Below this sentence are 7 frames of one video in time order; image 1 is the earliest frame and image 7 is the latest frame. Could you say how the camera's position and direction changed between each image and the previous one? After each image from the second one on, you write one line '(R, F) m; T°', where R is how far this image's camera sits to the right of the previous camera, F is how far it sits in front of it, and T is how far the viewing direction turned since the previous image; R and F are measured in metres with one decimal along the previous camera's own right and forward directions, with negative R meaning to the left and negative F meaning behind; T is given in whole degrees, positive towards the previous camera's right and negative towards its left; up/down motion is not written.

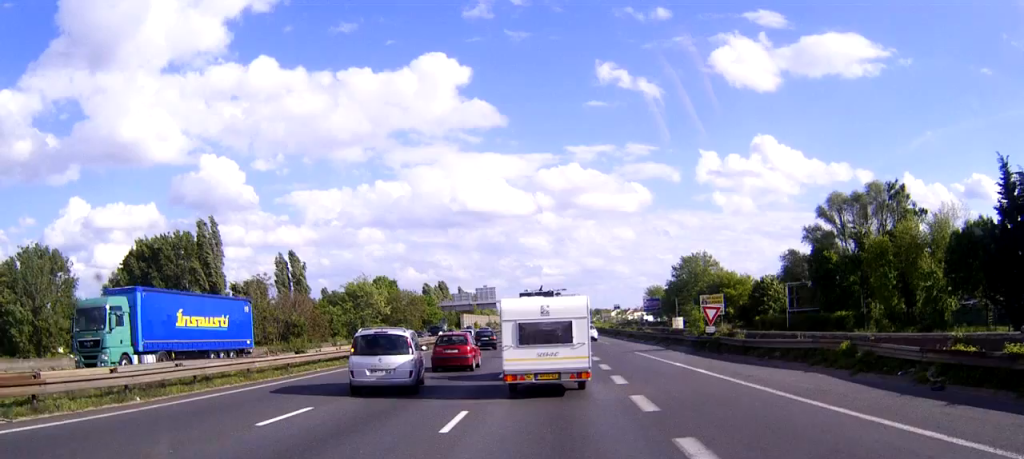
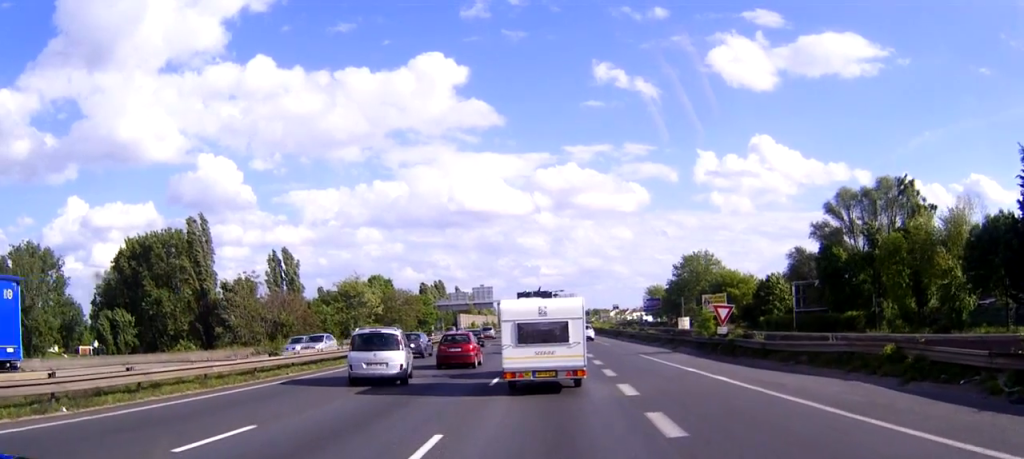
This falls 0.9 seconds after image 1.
(0.0, +3.4) m; 0°
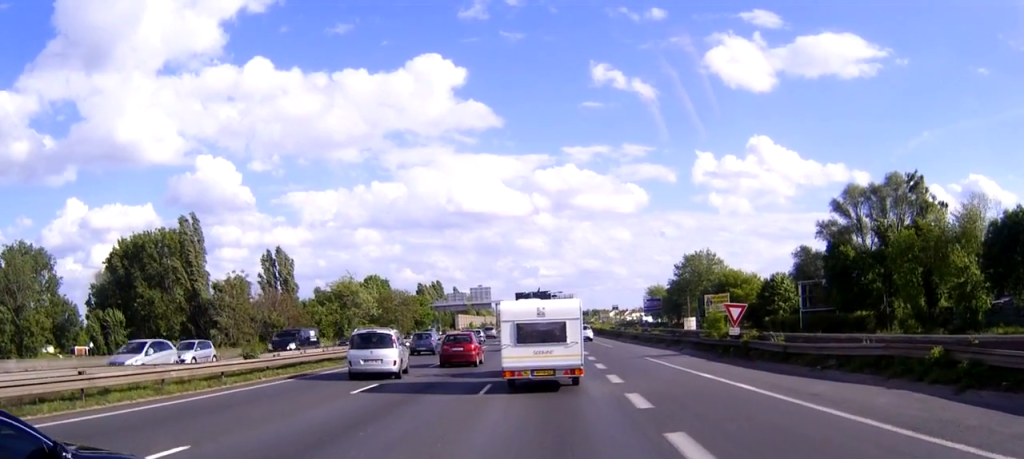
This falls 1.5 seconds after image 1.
(0.0, +2.8) m; 0°
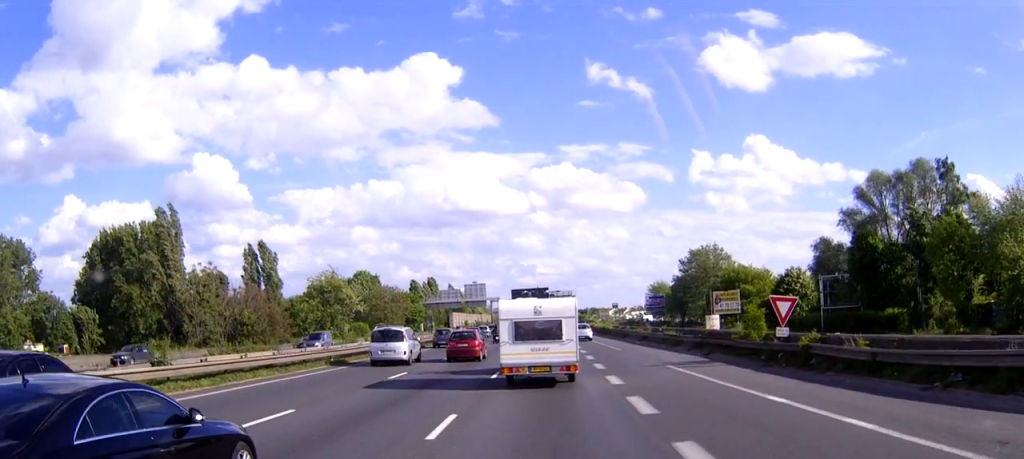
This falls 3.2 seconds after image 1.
(0.0, +7.6) m; 0°
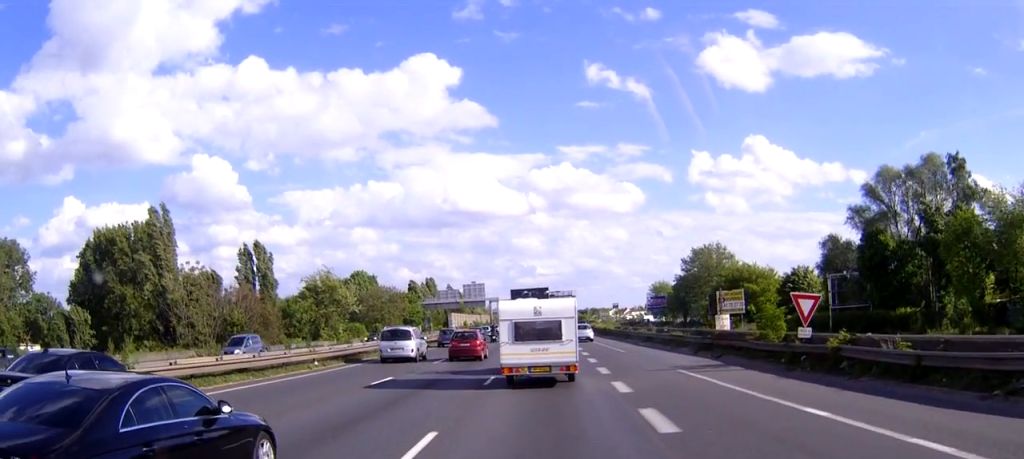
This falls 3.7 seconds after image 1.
(0.0, +2.4) m; 0°
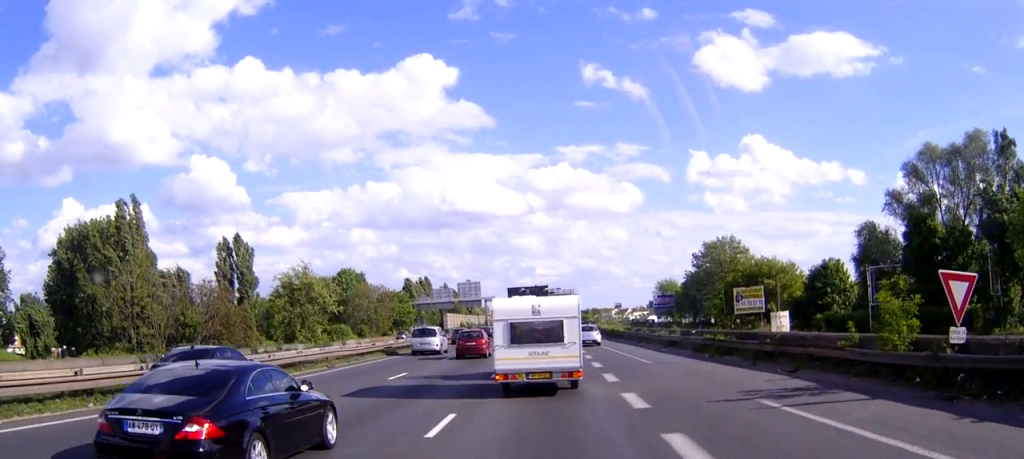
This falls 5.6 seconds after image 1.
(+0.1, +9.7) m; 0°
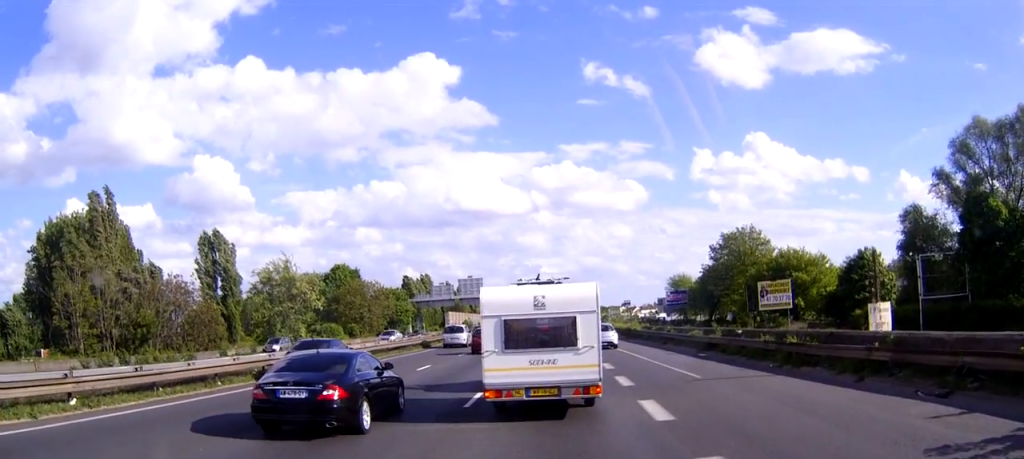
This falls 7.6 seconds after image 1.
(-0.1, +8.6) m; +2°
